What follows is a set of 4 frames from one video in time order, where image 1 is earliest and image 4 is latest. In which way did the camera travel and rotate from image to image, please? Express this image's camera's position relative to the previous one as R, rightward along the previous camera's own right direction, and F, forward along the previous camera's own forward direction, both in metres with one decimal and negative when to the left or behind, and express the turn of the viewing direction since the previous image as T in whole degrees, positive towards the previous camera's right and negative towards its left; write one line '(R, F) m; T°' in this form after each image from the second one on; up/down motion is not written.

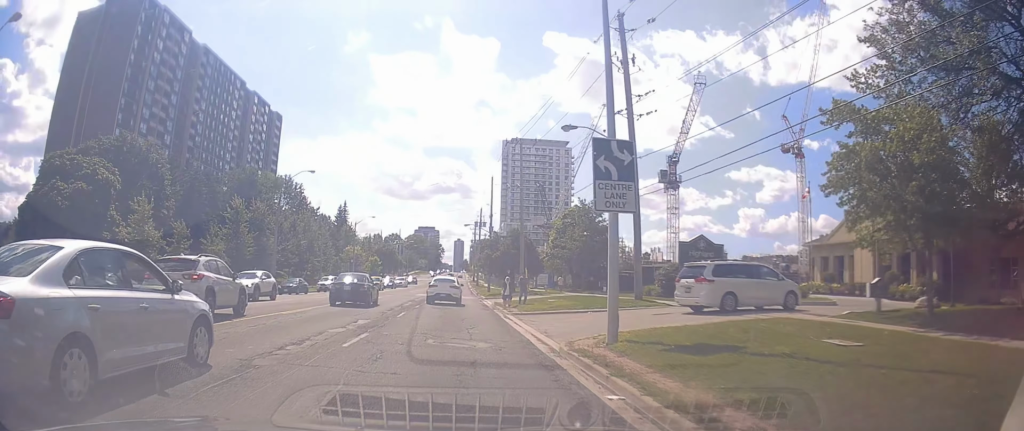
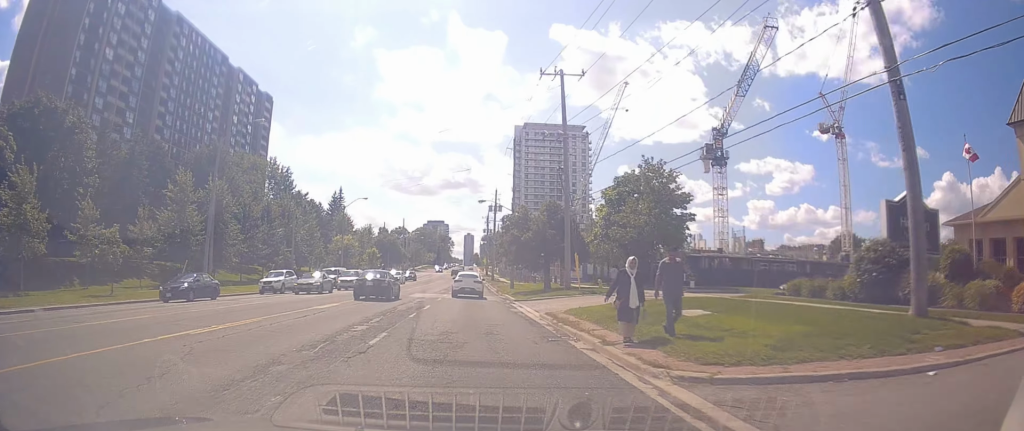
(-0.1, +18.2) m; 0°
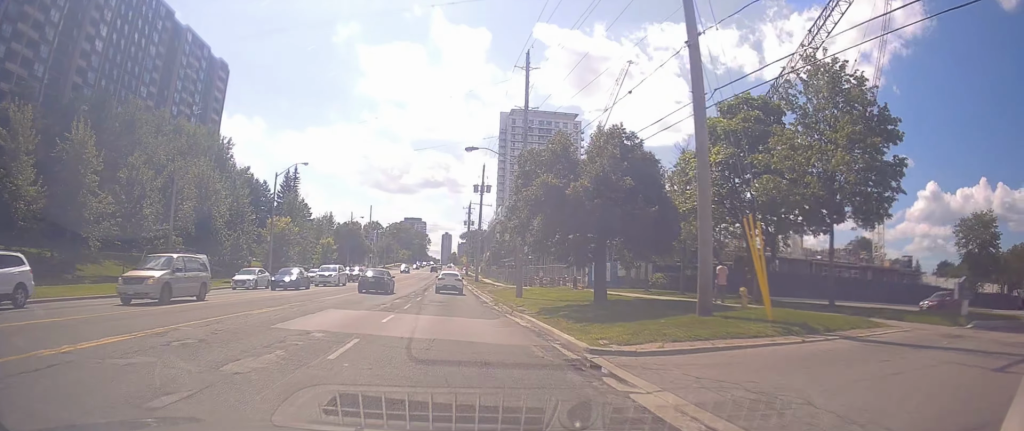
(+0.1, +18.8) m; +1°
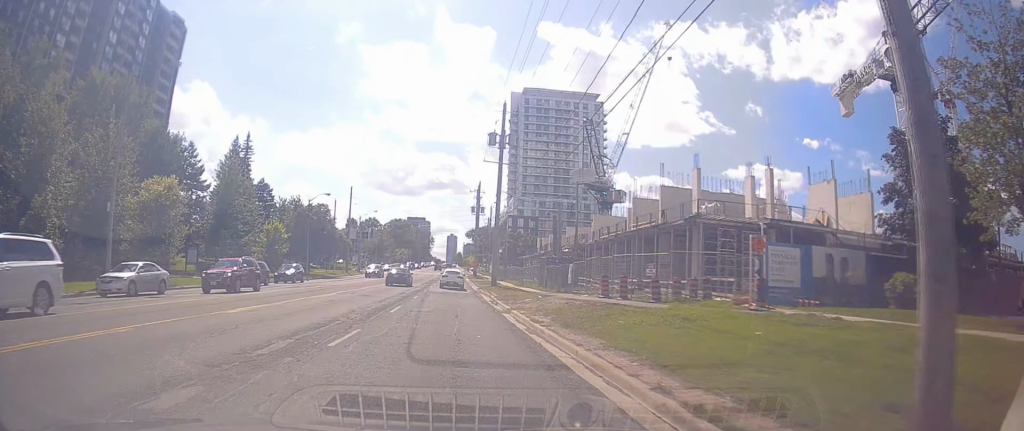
(+0.3, +22.0) m; +1°
